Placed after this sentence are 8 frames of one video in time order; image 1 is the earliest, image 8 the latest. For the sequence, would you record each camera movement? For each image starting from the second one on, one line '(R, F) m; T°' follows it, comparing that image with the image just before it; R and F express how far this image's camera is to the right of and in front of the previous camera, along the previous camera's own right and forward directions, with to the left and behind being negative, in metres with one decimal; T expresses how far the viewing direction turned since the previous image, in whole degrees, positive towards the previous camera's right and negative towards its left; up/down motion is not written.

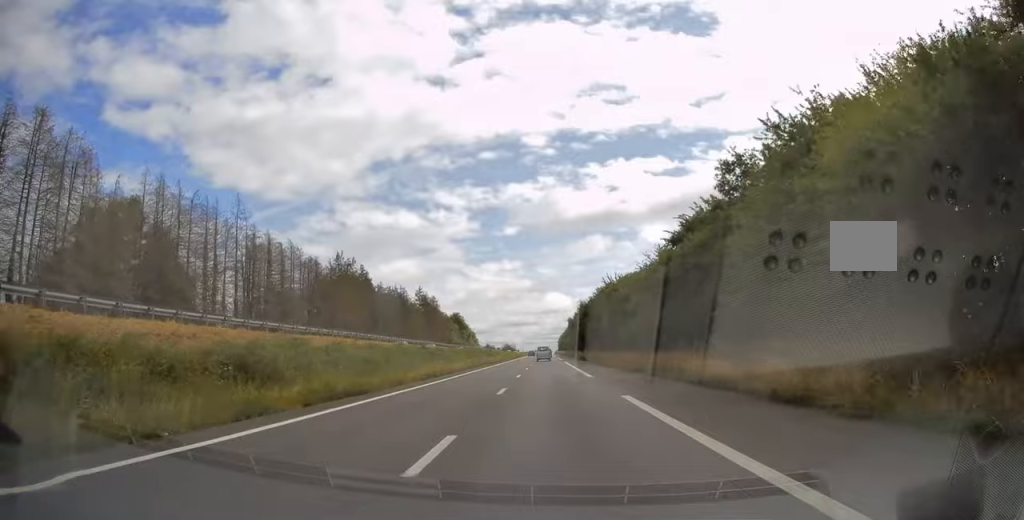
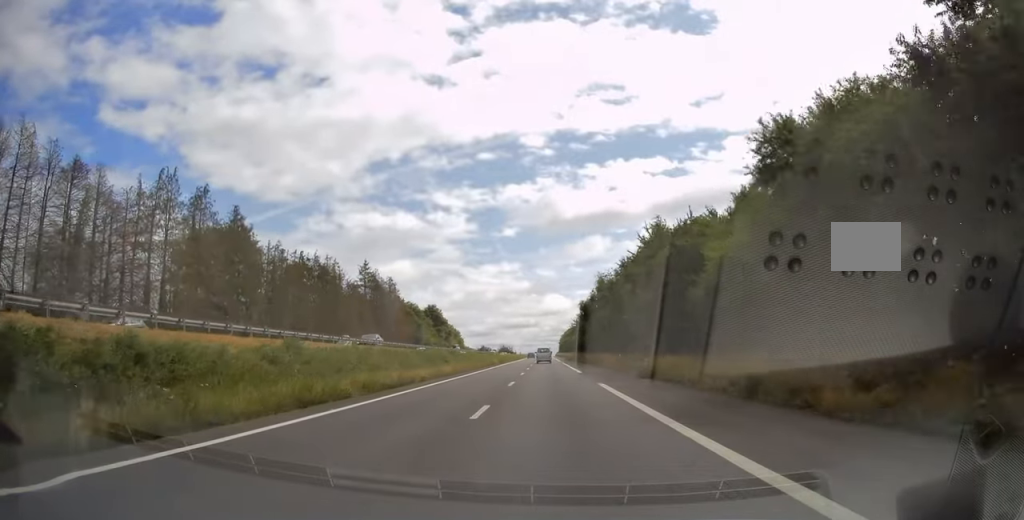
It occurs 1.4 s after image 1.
(+0.2, +43.7) m; 0°
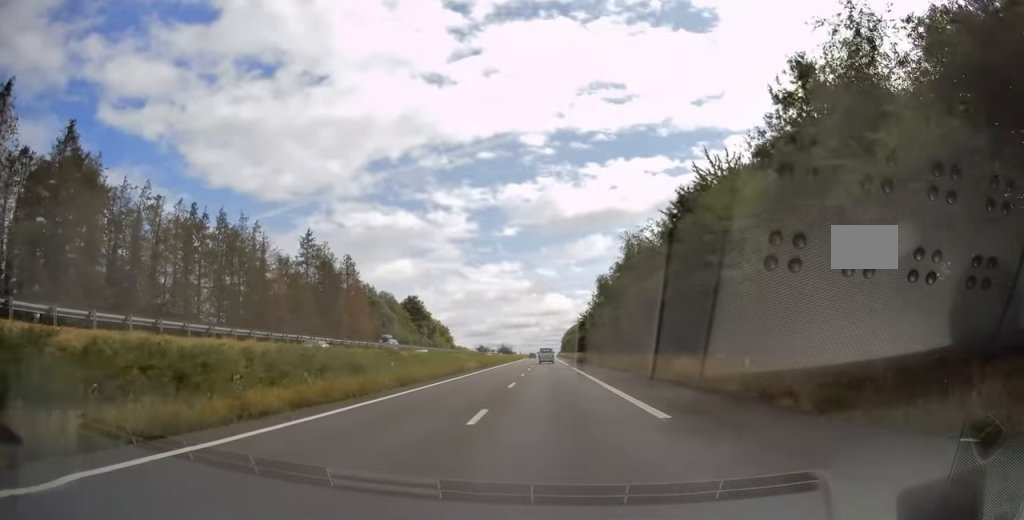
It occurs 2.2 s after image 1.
(-0.2, +25.7) m; 0°
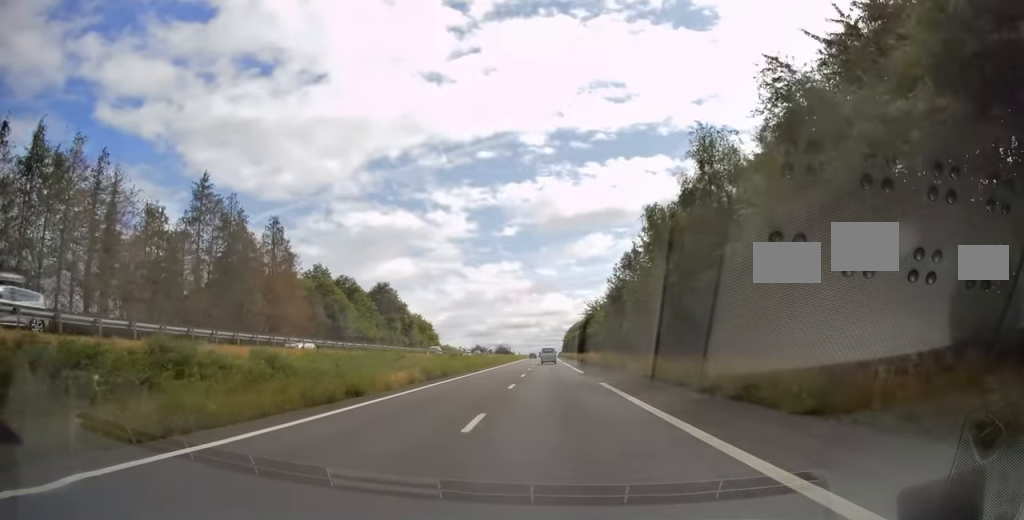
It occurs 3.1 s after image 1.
(+0.4, +25.7) m; 0°
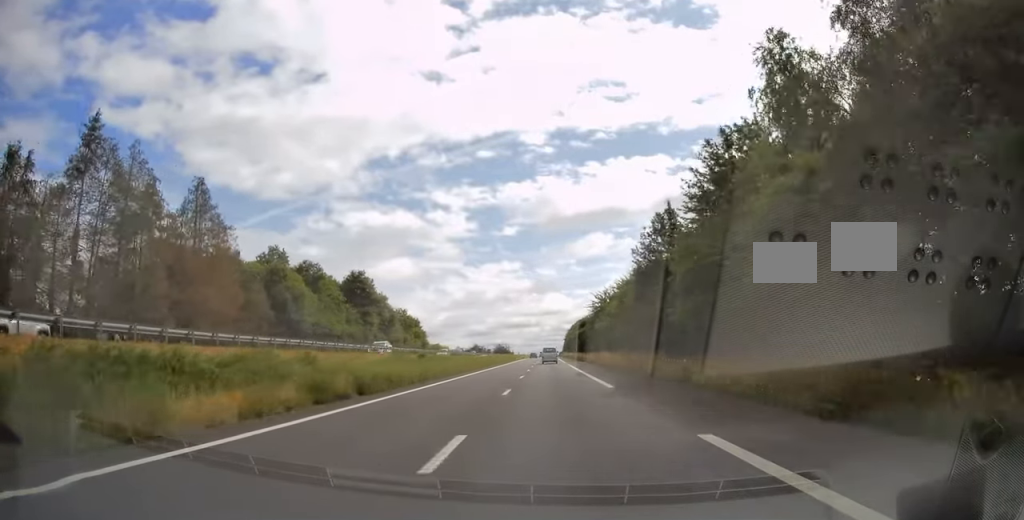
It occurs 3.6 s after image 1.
(-0.2, +15.9) m; 0°
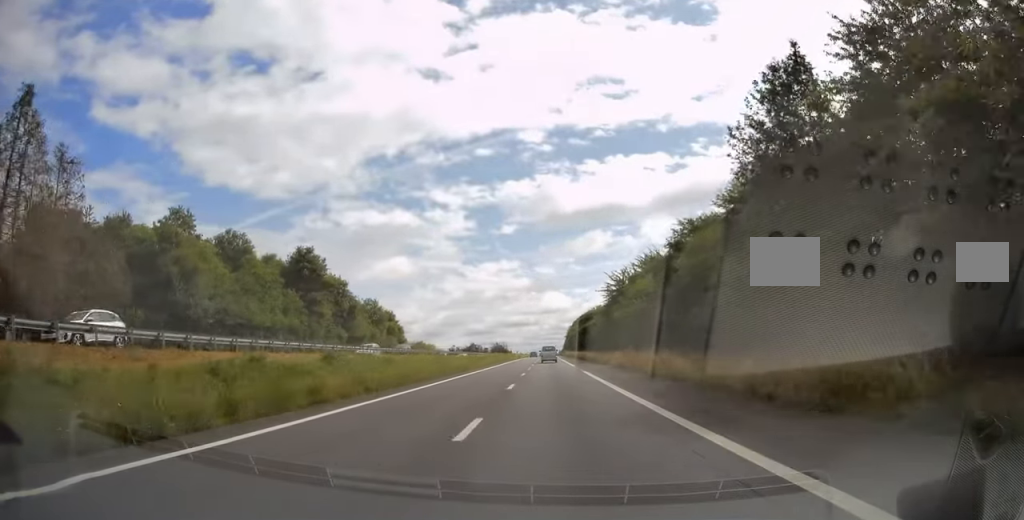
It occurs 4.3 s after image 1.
(-0.1, +22.2) m; 0°
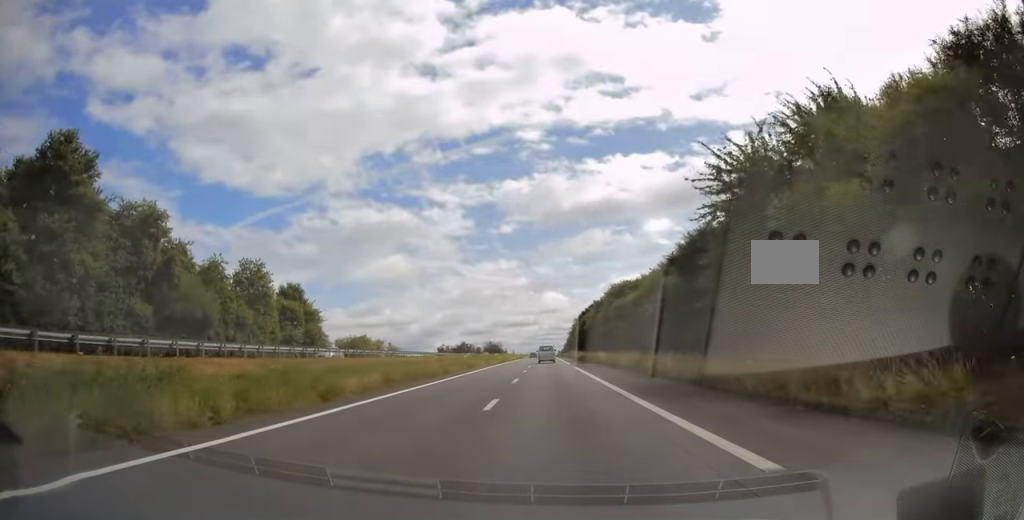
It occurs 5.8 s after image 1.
(+0.1, +44.8) m; 0°
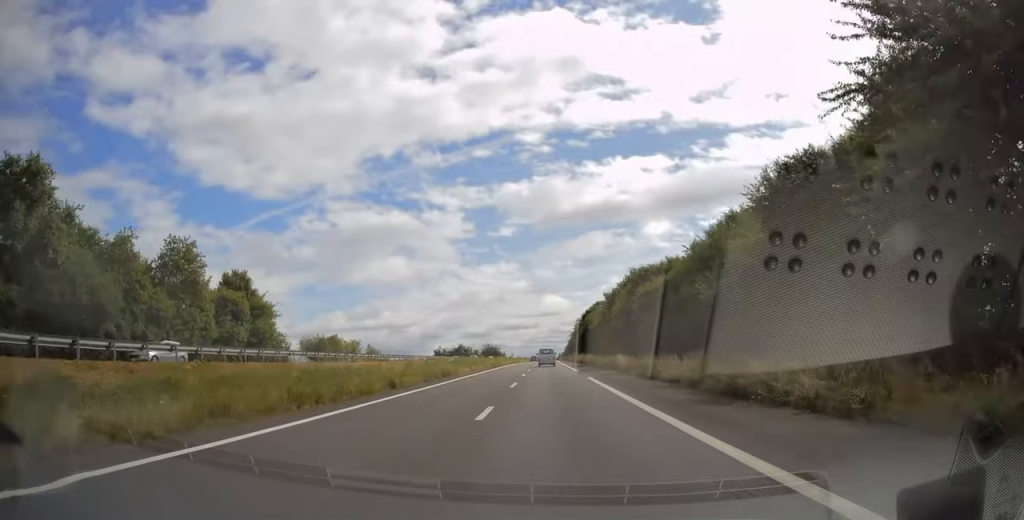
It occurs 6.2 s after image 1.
(-0.1, +13.9) m; 0°
